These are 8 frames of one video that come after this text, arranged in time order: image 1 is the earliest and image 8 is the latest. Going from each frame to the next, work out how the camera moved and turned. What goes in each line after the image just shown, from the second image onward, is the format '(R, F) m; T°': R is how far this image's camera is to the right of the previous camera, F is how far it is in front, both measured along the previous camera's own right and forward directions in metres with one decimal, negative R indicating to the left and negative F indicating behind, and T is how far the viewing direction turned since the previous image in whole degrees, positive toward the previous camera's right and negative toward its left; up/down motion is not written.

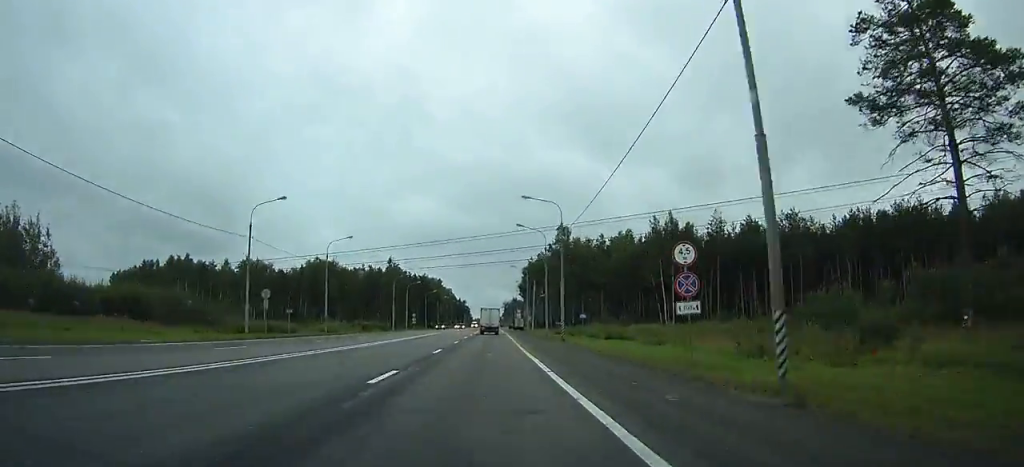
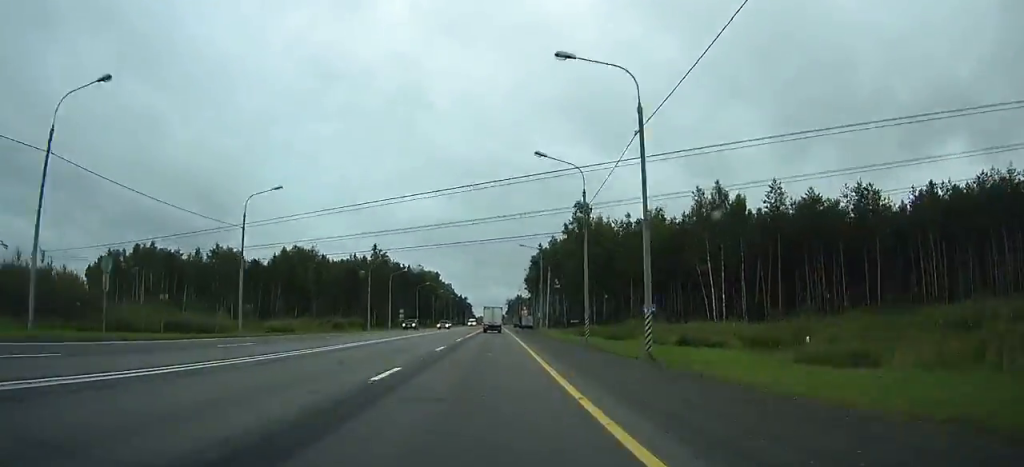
(0.0, +22.8) m; 0°
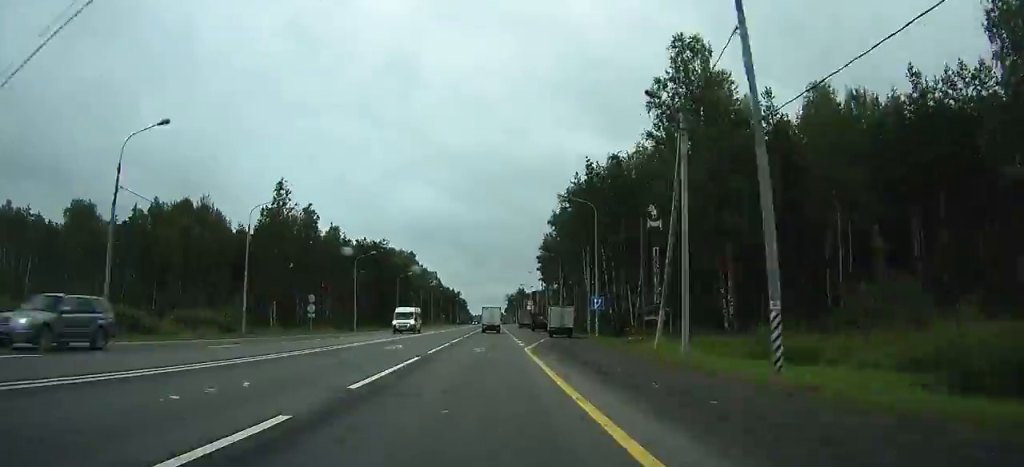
(0.0, +57.2) m; 0°
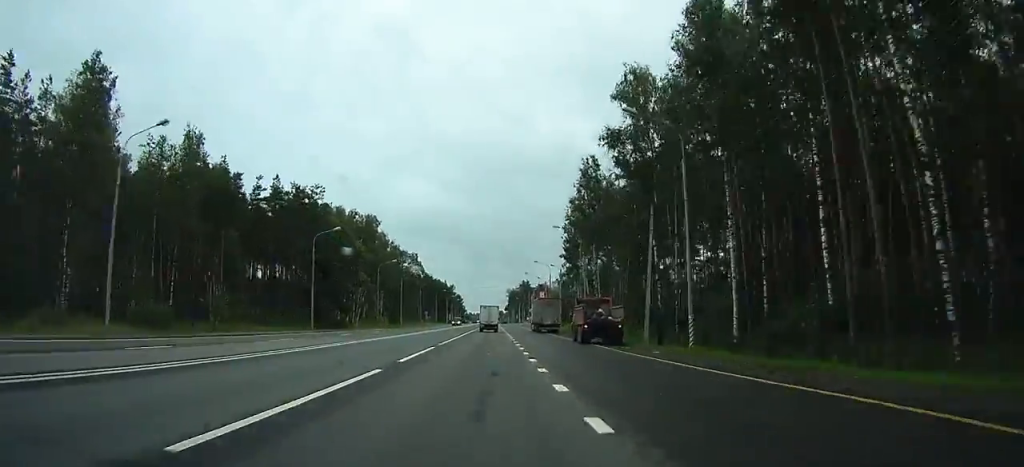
(+0.3, +55.1) m; +1°
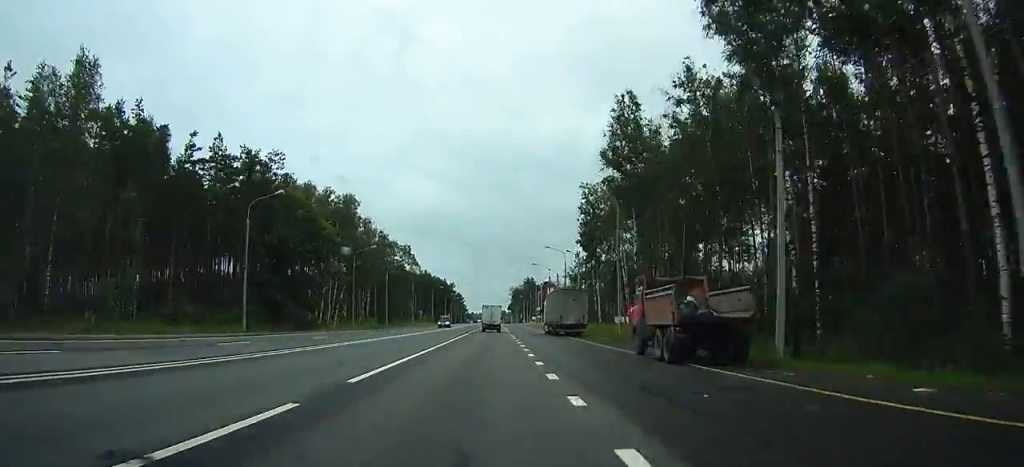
(0.0, +19.0) m; 0°
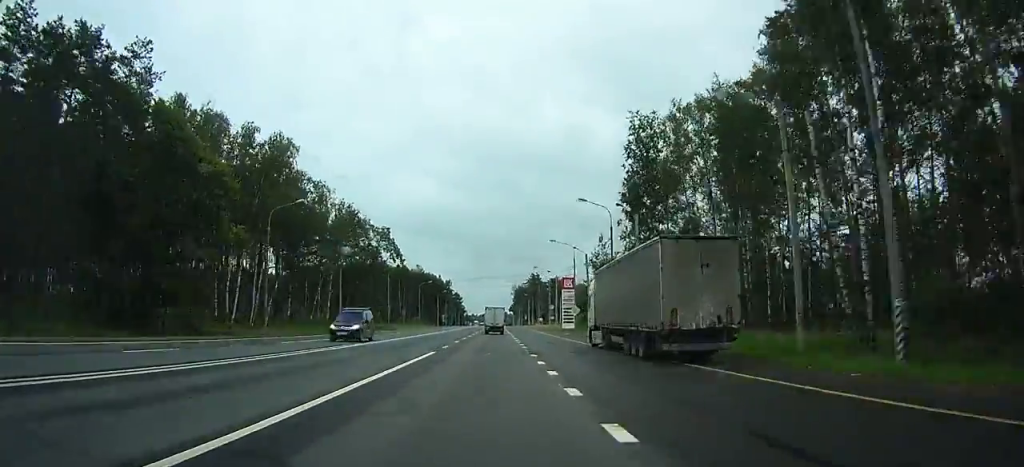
(0.0, +31.7) m; 0°
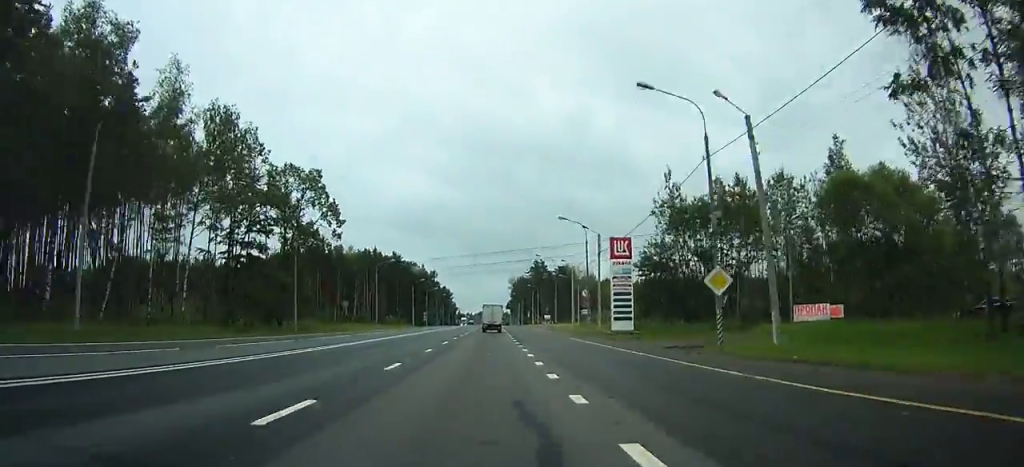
(0.0, +45.7) m; 0°
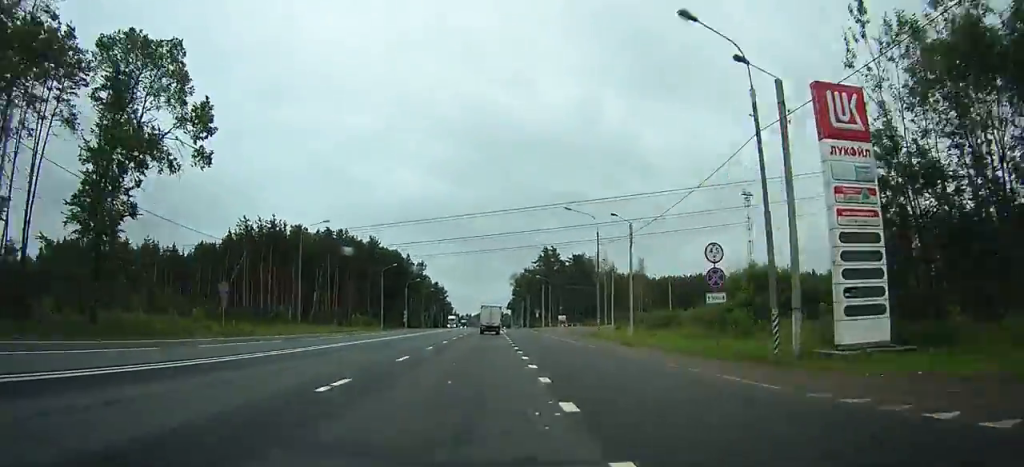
(0.0, +35.0) m; 0°
